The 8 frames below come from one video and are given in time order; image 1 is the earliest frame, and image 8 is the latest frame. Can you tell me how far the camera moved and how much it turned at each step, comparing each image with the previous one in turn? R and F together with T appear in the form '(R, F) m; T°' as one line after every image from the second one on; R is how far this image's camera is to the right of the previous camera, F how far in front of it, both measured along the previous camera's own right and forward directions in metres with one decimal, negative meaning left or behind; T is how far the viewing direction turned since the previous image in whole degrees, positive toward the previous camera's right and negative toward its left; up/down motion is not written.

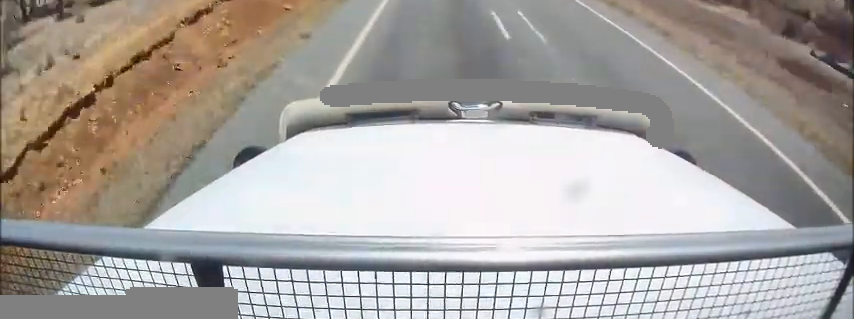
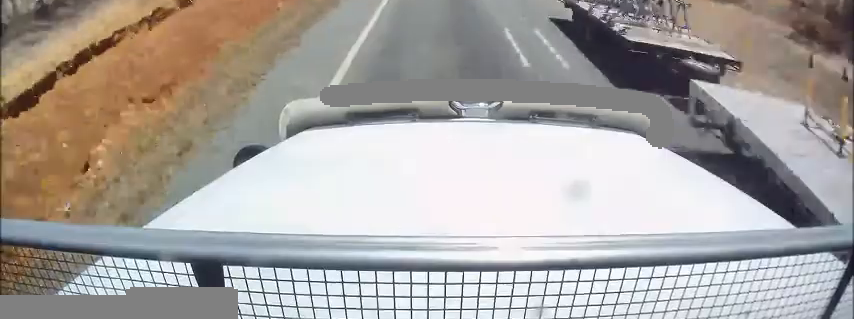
(+0.3, +14.9) m; 0°
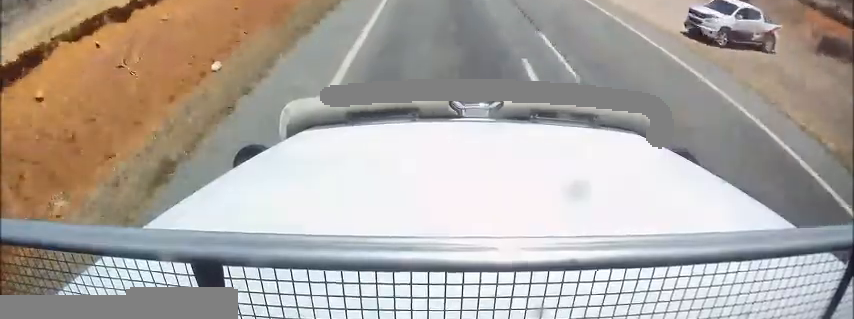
(-0.3, +15.2) m; -1°
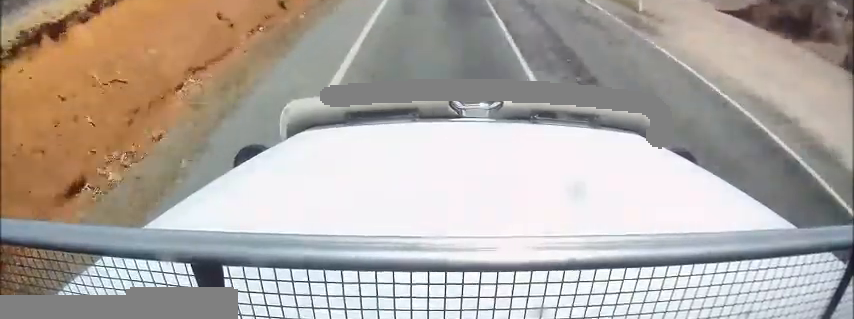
(-0.1, +18.8) m; 0°
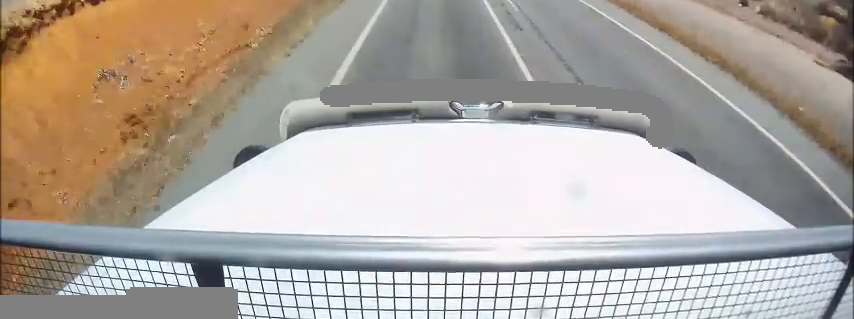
(0.0, +26.5) m; 0°
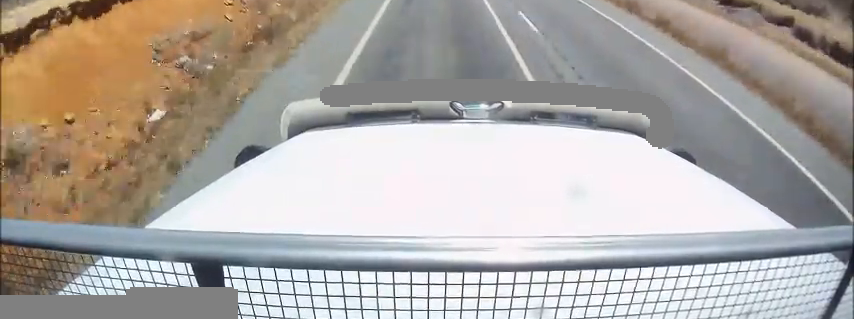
(0.0, +28.2) m; +3°
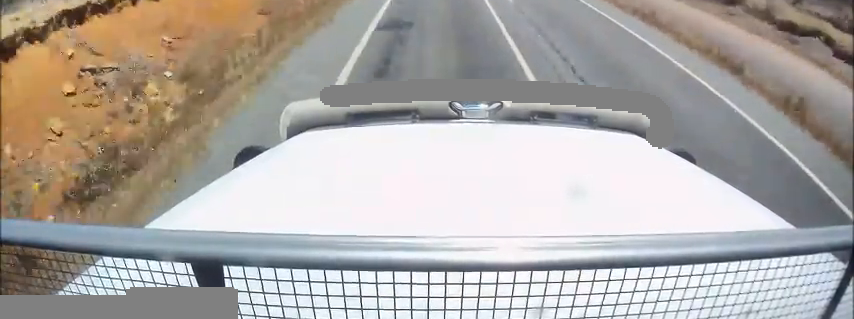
(+0.2, +8.4) m; +1°
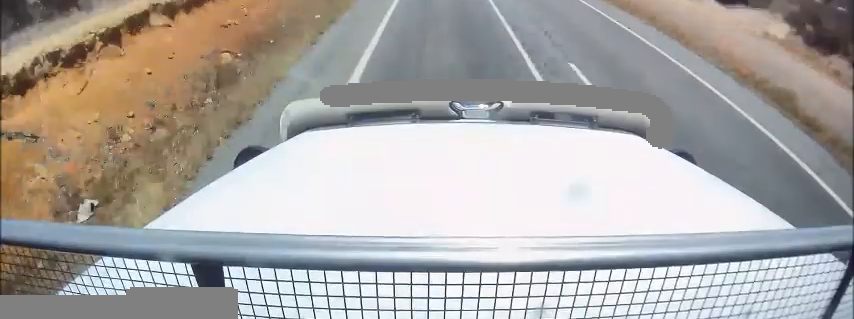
(+0.1, +34.5) m; -1°
